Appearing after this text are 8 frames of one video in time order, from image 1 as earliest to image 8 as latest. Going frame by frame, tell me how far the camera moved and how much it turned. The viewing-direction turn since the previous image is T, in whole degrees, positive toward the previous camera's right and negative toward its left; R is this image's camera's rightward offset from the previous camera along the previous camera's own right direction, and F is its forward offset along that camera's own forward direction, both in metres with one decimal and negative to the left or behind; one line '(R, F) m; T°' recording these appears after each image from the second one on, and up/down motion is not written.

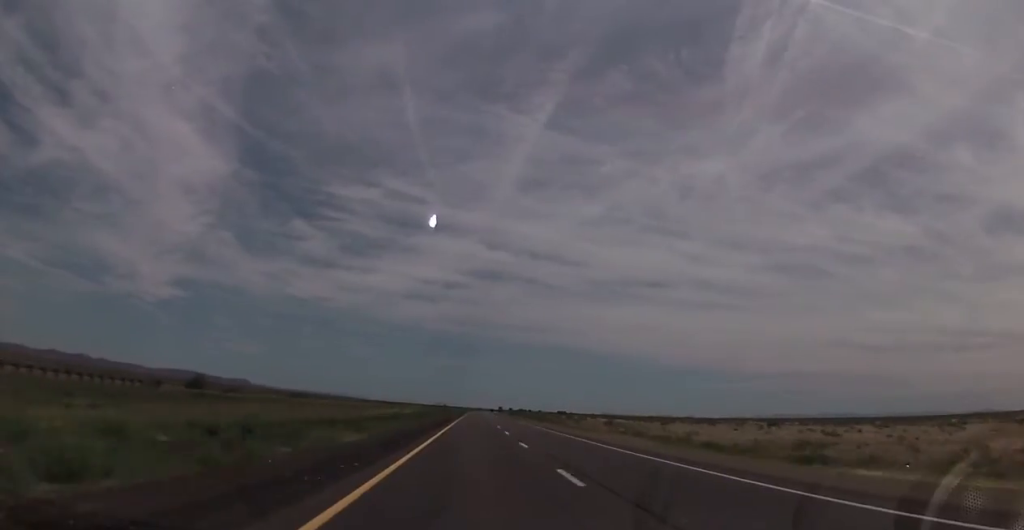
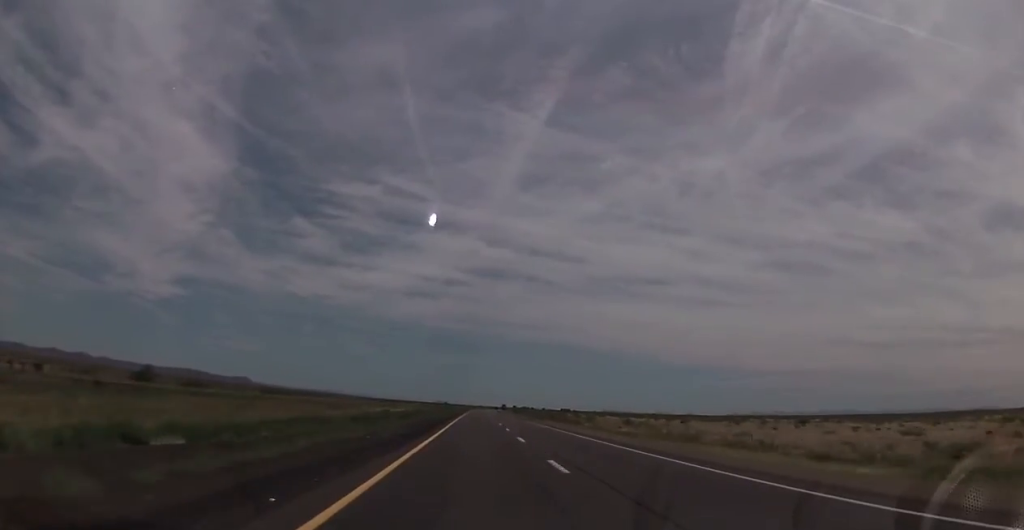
(0.0, +22.4) m; 0°
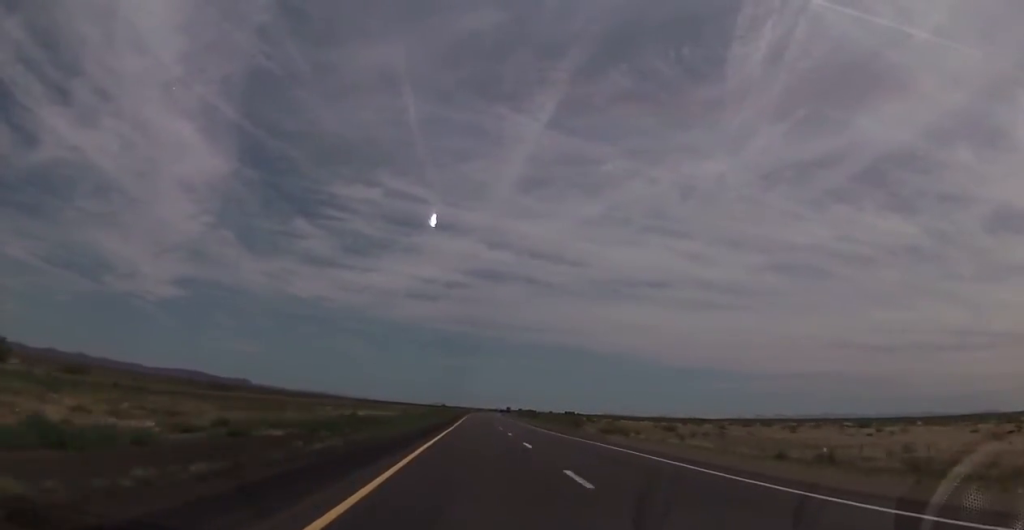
(0.0, +38.7) m; 0°
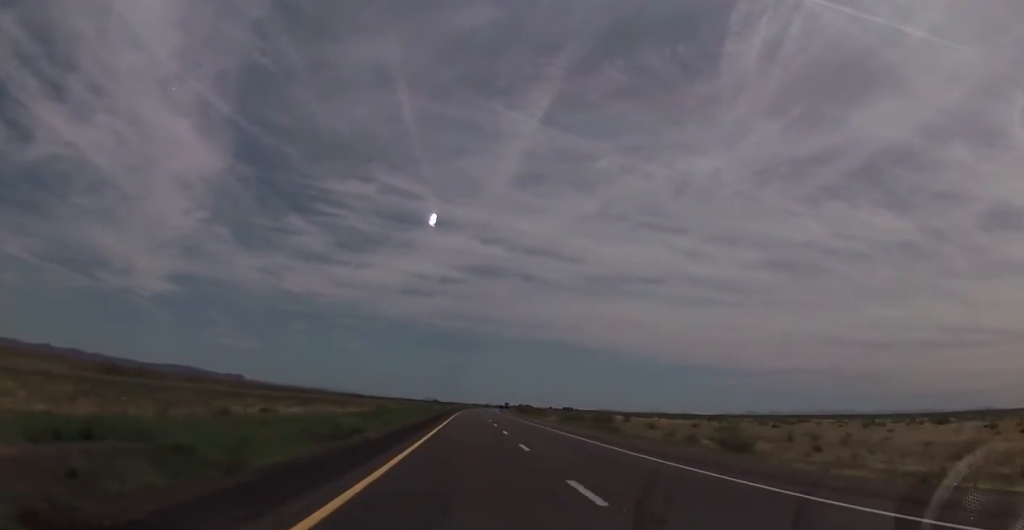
(0.0, +38.6) m; 0°
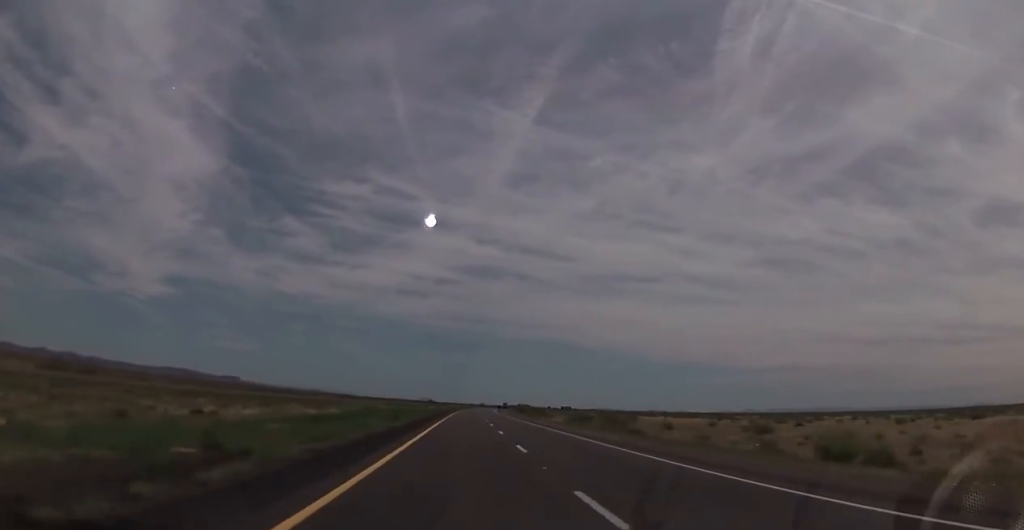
(-0.1, +14.0) m; 0°
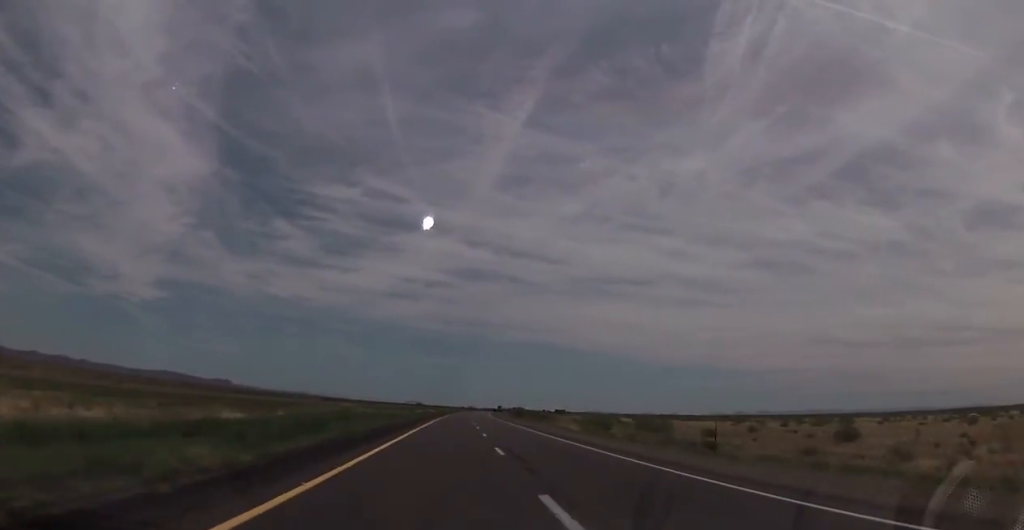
(+0.3, +24.6) m; +1°
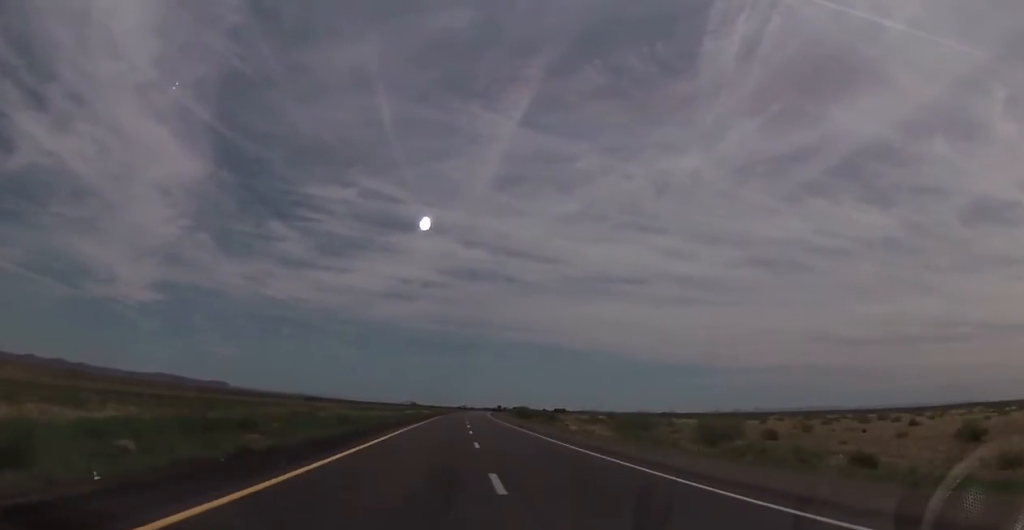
(+0.1, +21.0) m; 0°
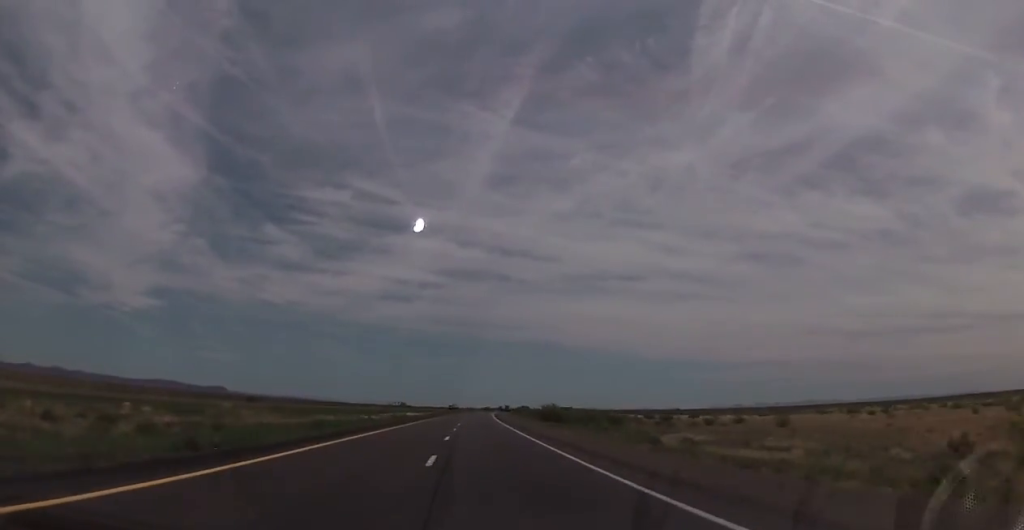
(0.0, +56.1) m; 0°
